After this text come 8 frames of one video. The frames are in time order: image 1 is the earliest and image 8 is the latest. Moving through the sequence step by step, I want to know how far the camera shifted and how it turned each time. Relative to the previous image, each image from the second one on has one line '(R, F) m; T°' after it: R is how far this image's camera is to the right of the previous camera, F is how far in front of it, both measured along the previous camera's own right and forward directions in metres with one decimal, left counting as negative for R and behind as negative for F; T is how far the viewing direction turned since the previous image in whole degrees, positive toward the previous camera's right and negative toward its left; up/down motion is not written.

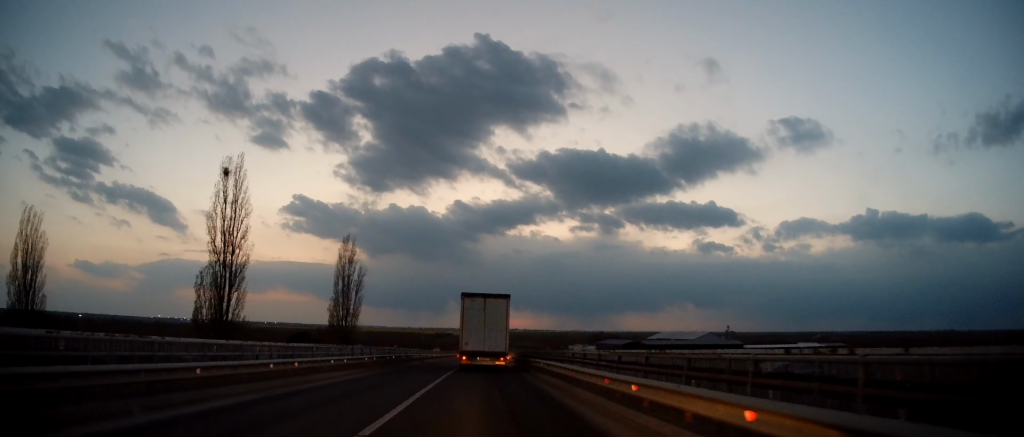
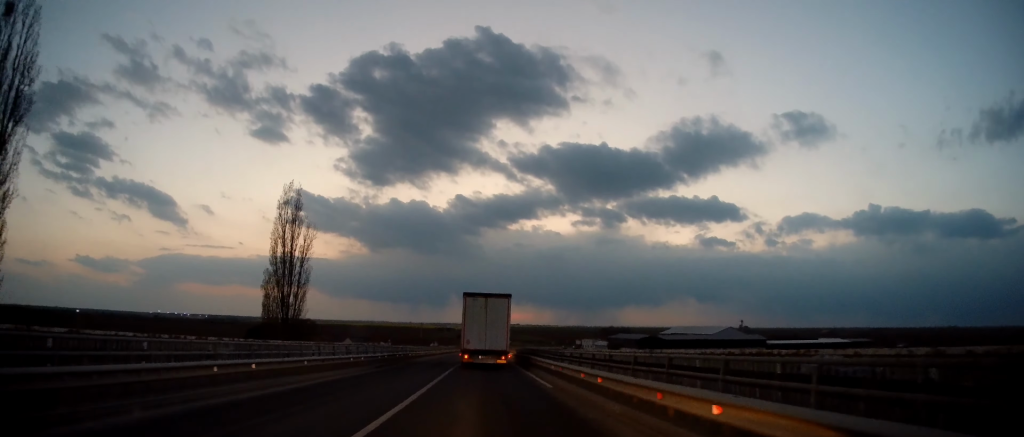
(-0.2, +21.1) m; 0°
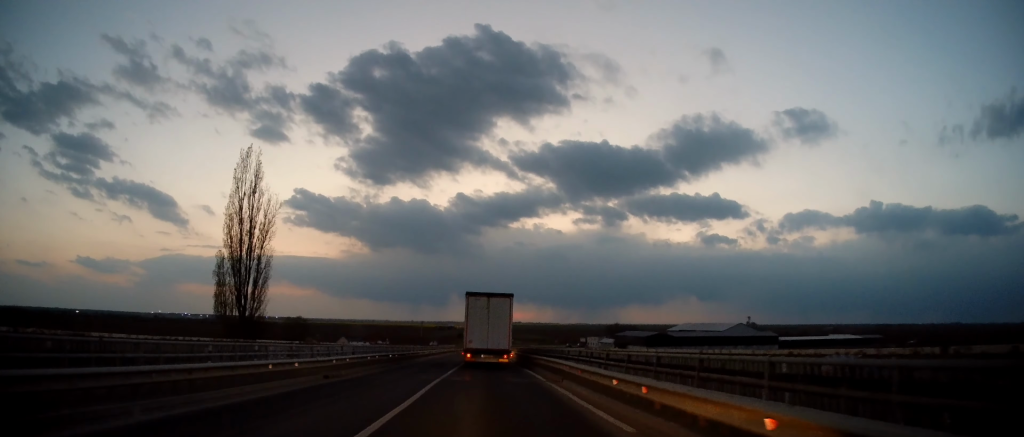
(+0.2, +9.0) m; 0°
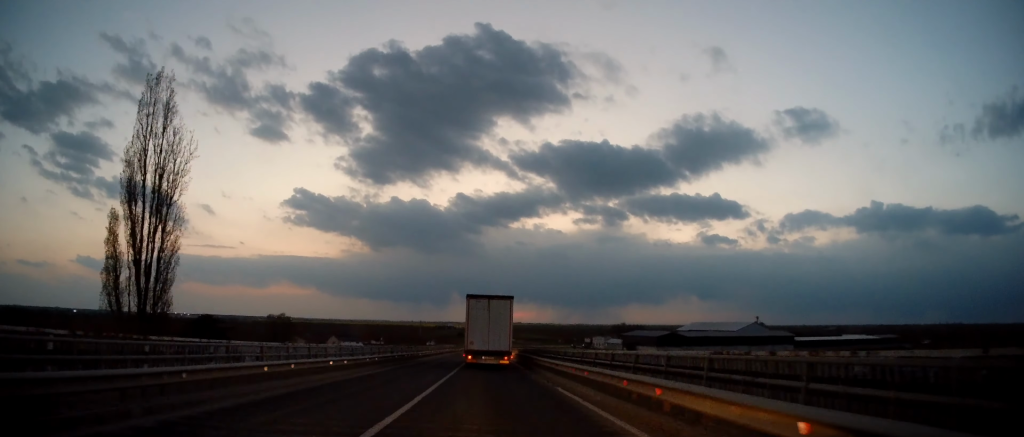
(0.0, +12.4) m; -1°
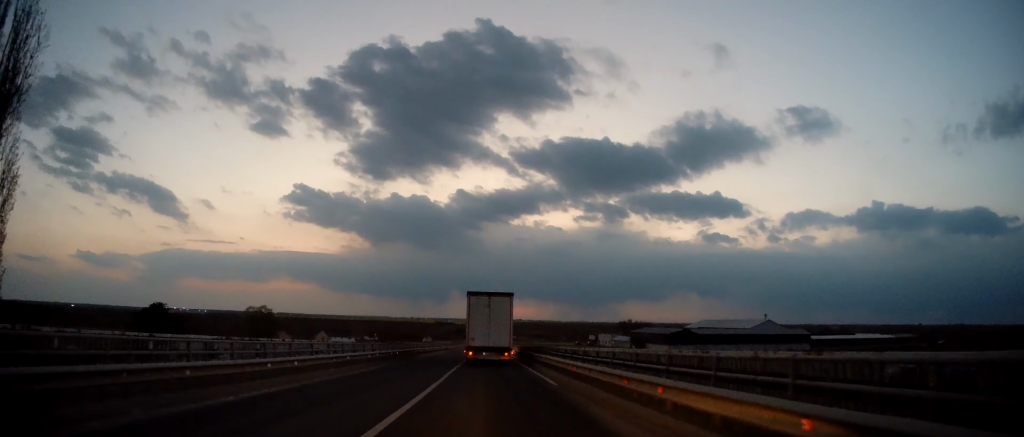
(0.0, +11.8) m; -1°
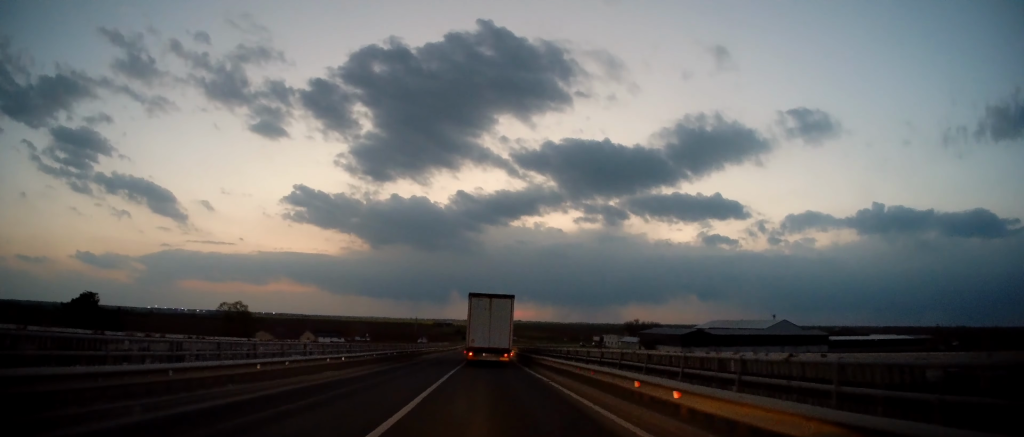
(-0.2, +12.5) m; 0°
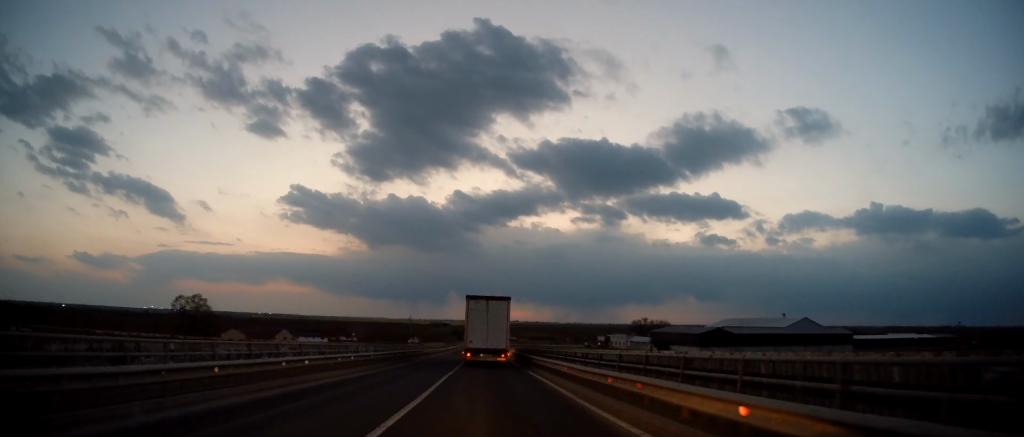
(+0.1, +16.0) m; +1°
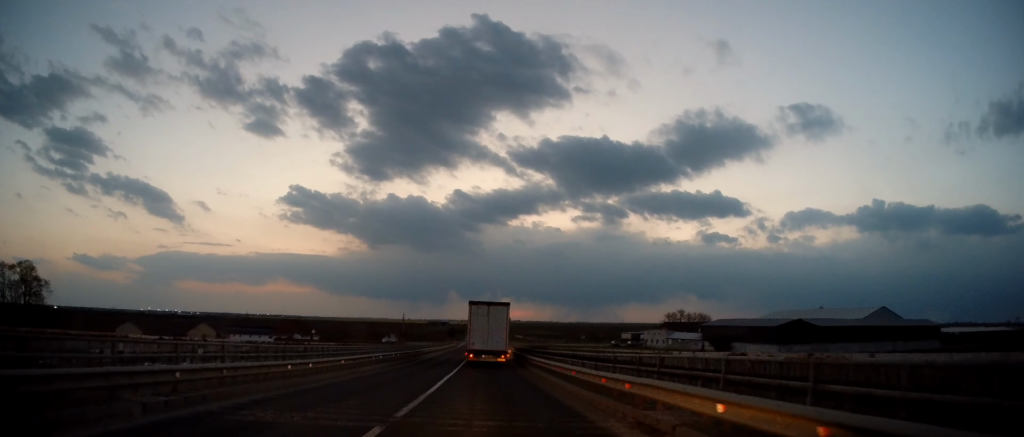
(+0.6, +41.3) m; 0°
